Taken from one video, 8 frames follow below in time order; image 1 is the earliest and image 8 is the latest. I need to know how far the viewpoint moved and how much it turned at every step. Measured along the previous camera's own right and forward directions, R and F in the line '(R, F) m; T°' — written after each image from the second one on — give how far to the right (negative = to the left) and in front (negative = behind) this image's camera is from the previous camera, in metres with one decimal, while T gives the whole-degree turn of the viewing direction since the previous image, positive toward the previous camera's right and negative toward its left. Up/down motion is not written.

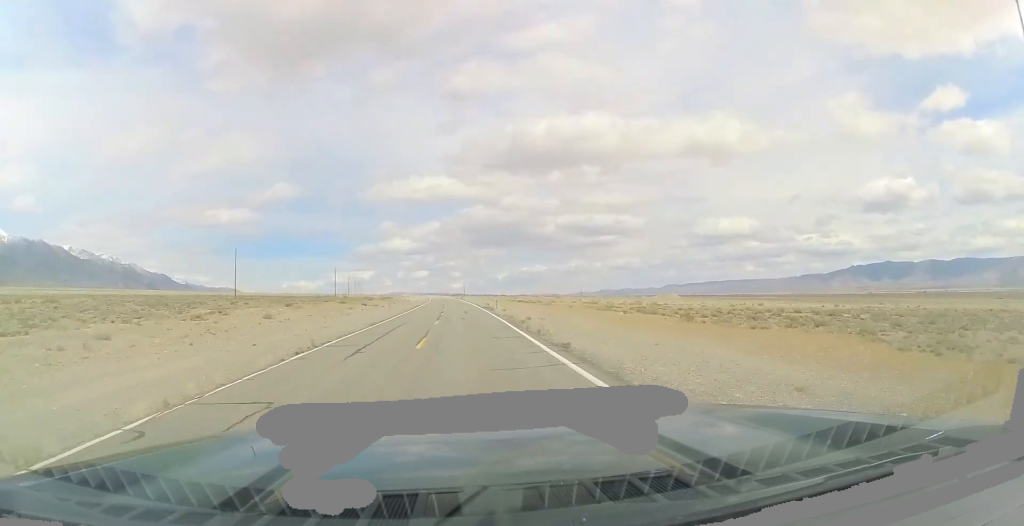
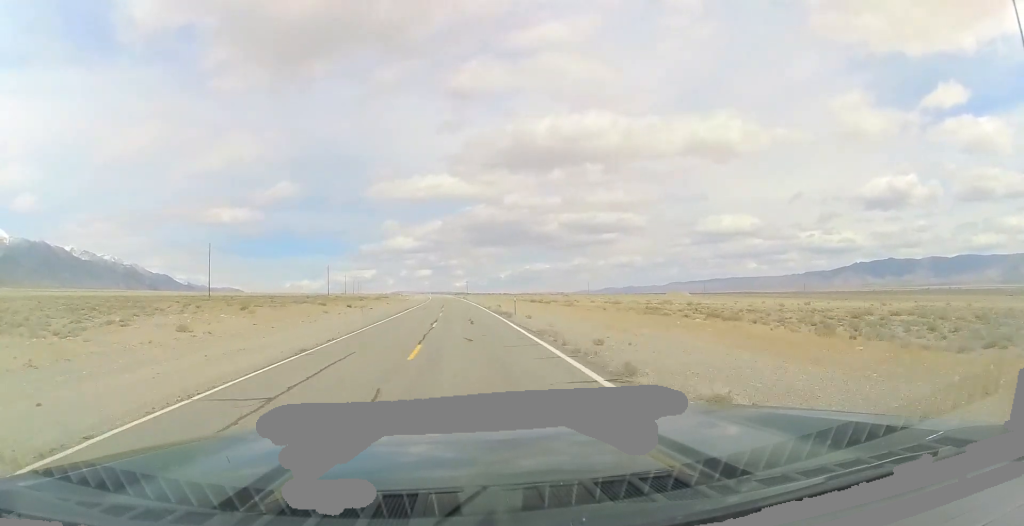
(+0.2, +17.5) m; 0°
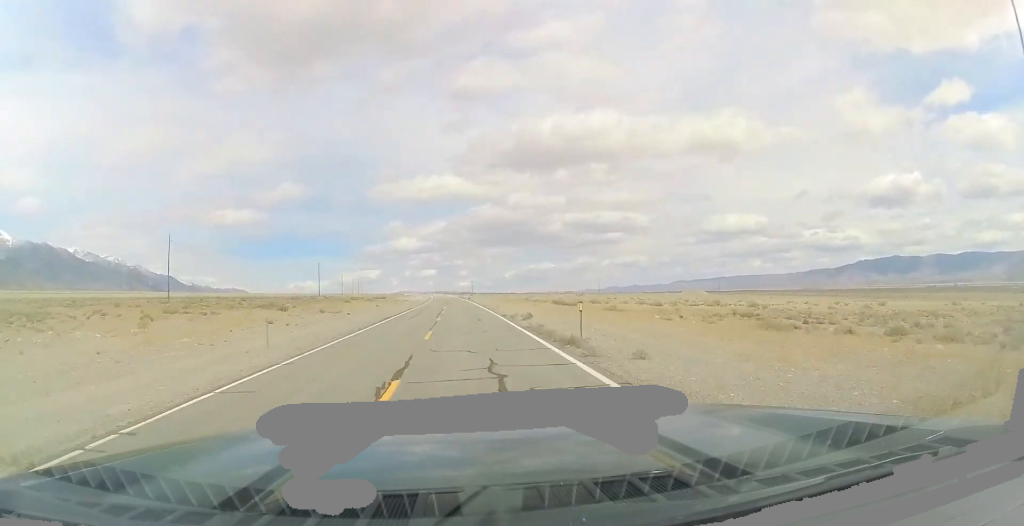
(+0.1, +17.5) m; 0°
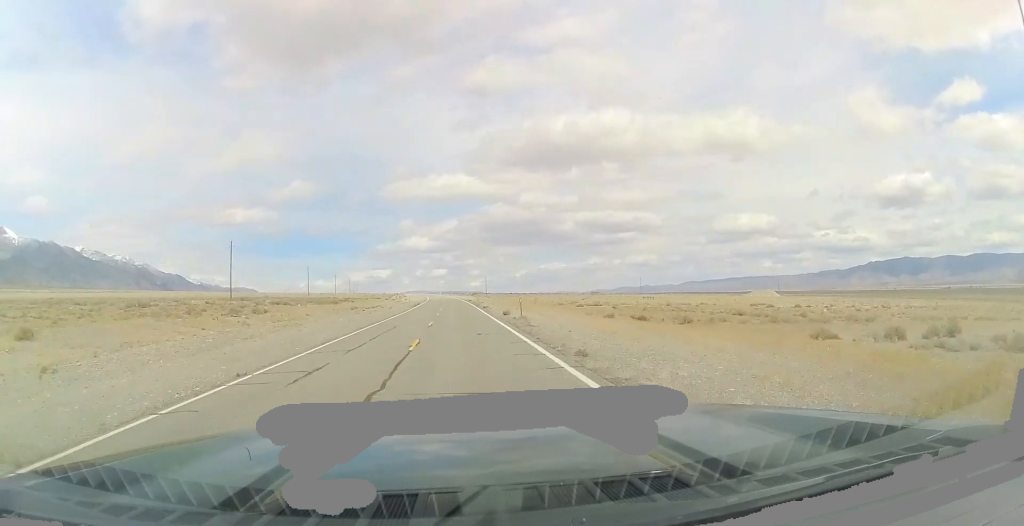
(-1.6, +76.3) m; -2°
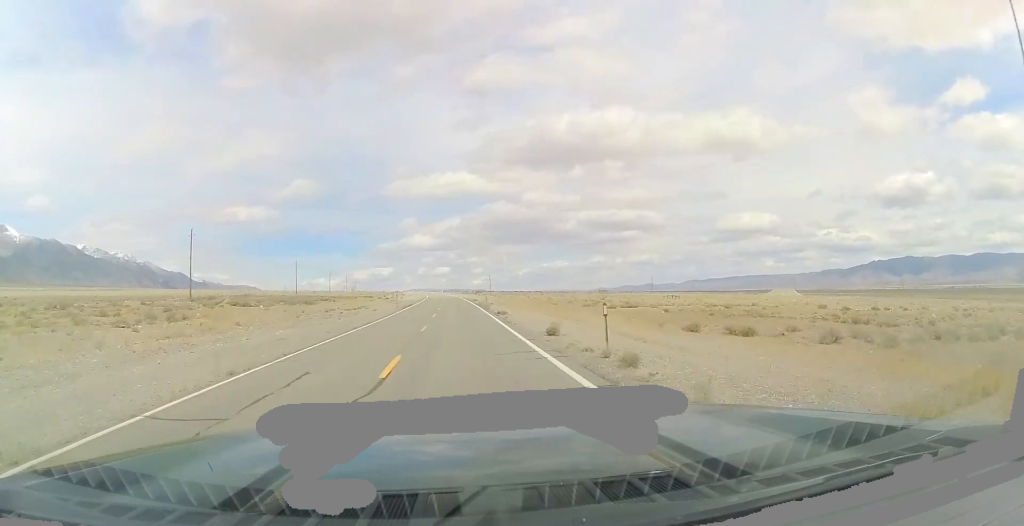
(-0.1, +17.6) m; 0°
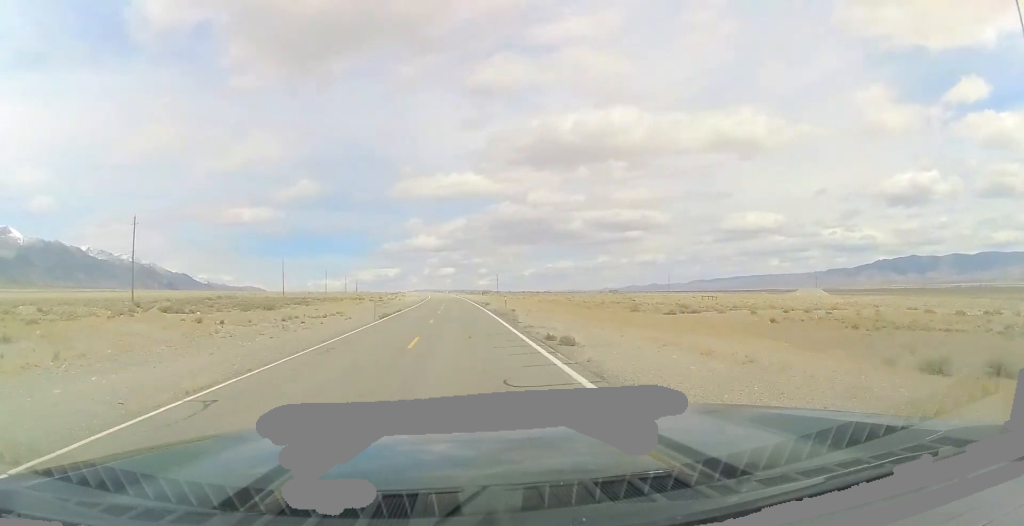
(0.0, +18.8) m; 0°
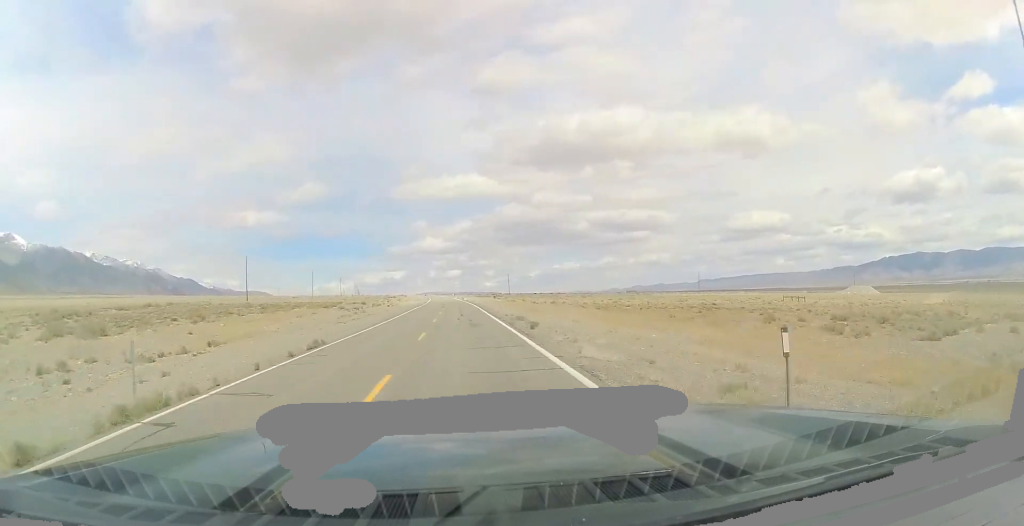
(-0.1, +32.9) m; -1°
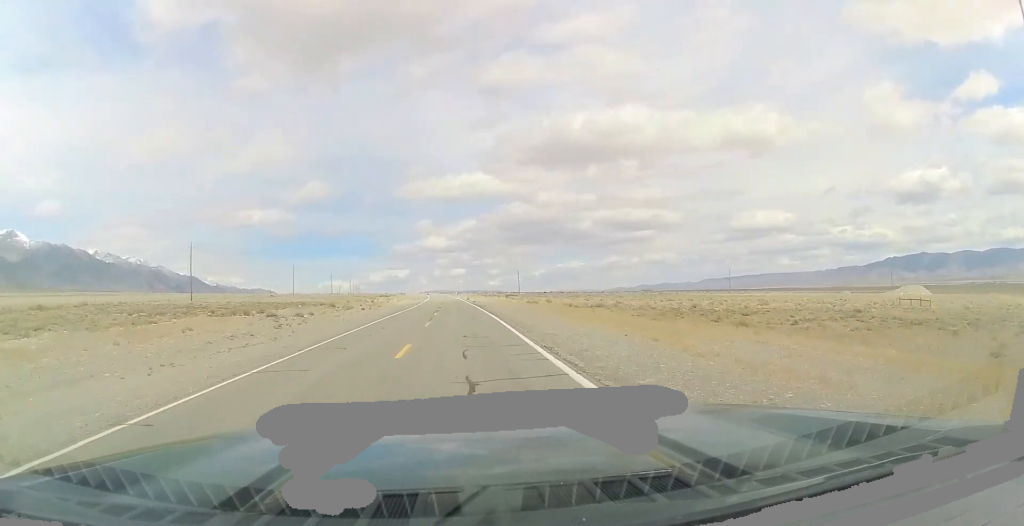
(-0.5, +30.5) m; 0°
